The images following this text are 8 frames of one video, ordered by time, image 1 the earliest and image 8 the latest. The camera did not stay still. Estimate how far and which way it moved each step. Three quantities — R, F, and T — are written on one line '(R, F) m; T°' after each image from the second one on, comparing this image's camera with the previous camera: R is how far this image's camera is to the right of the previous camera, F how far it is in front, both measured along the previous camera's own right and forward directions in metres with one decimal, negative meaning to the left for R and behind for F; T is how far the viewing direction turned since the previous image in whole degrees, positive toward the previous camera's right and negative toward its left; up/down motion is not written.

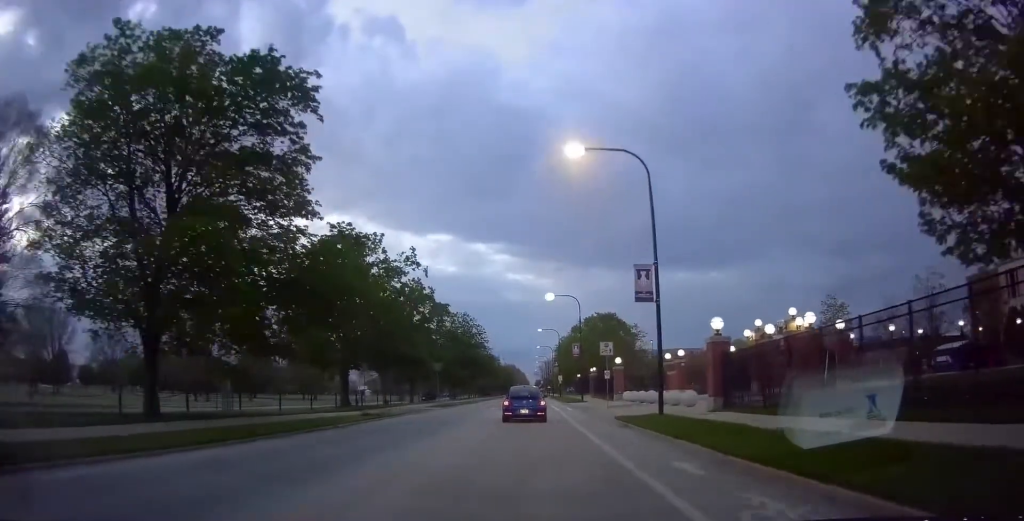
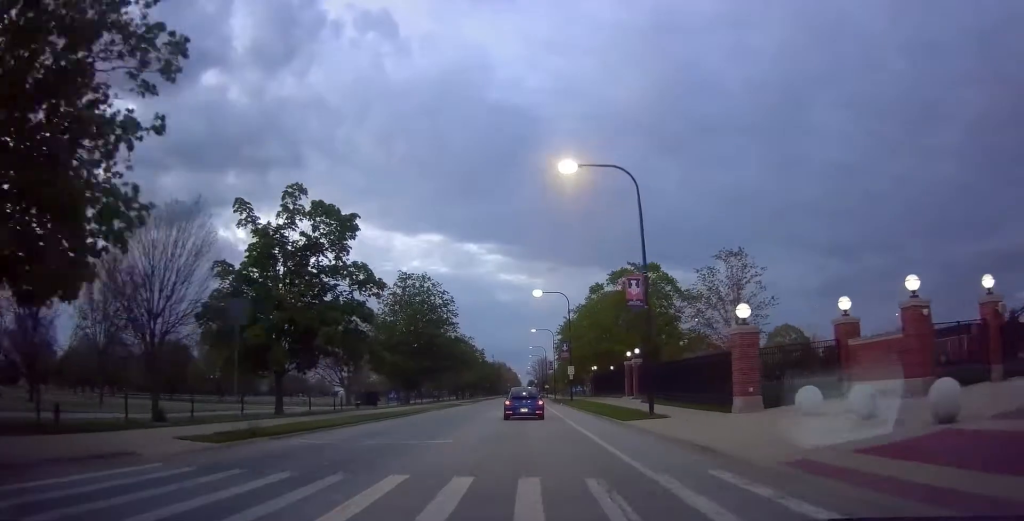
(0.0, +36.6) m; 0°
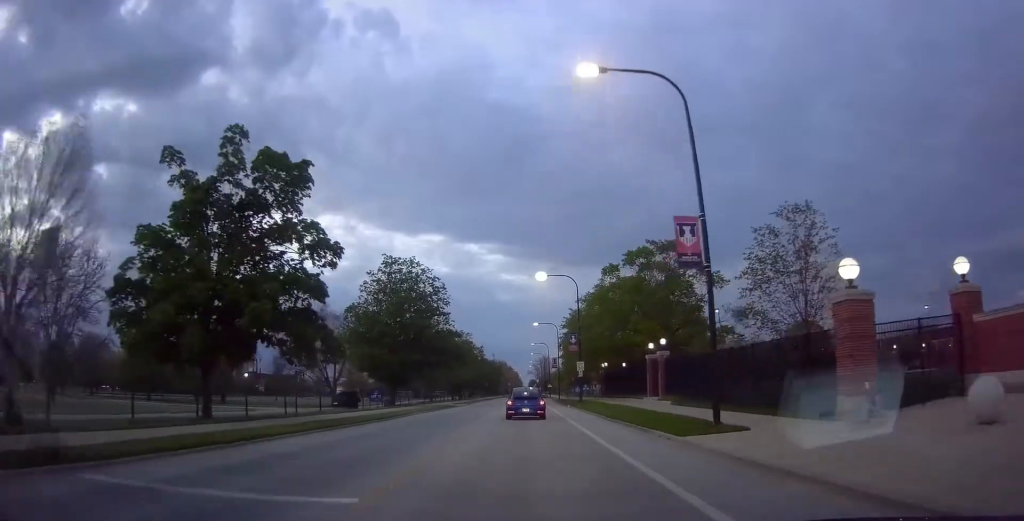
(0.0, +8.6) m; 0°
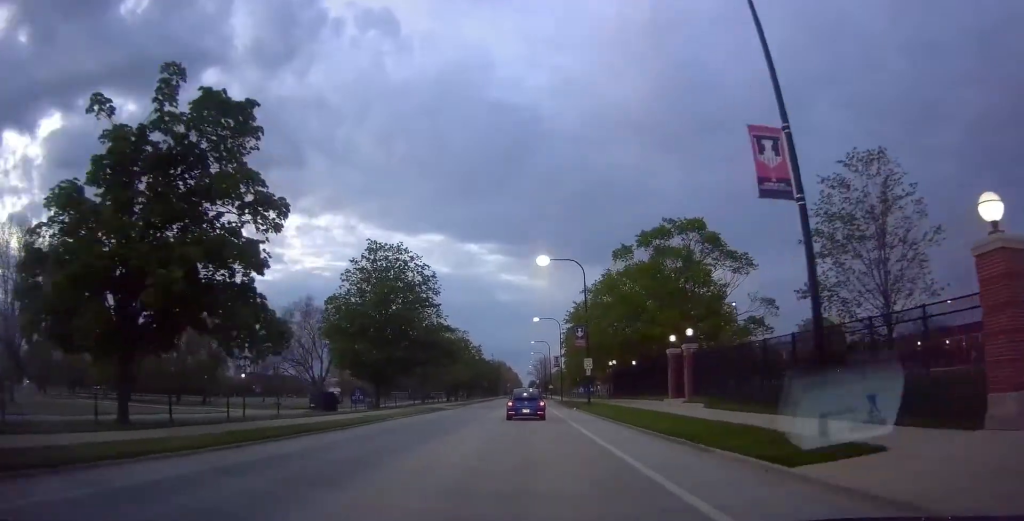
(0.0, +6.5) m; 0°
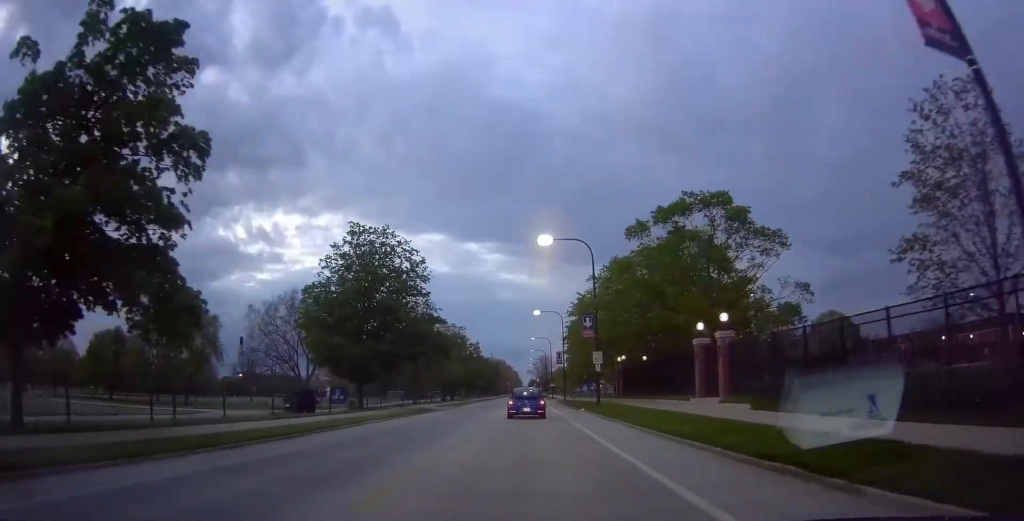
(0.0, +6.1) m; 0°
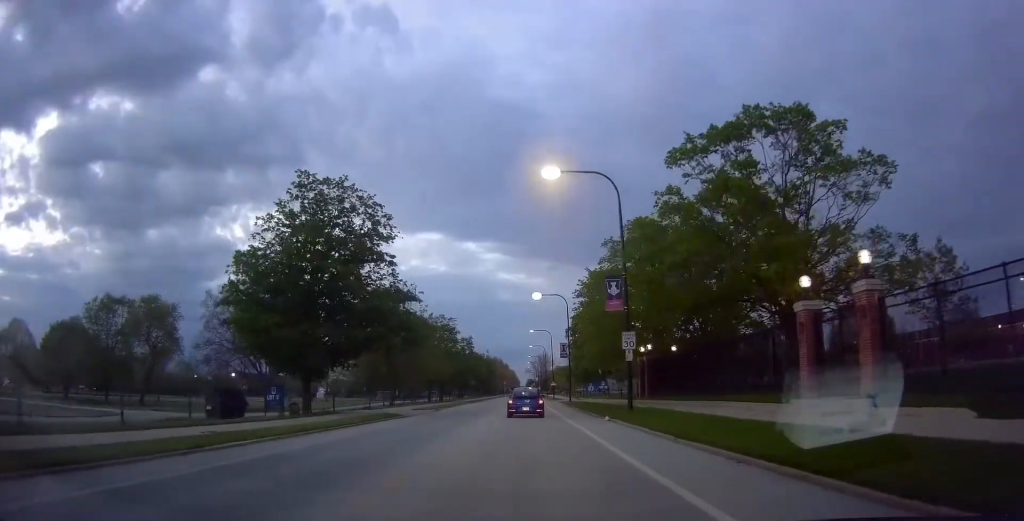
(0.0, +12.2) m; 0°
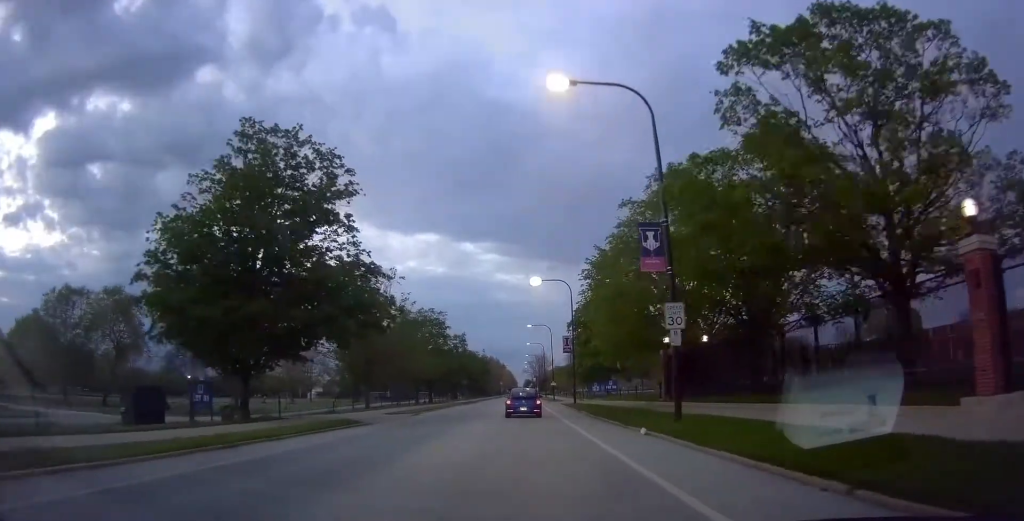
(0.0, +9.2) m; 0°
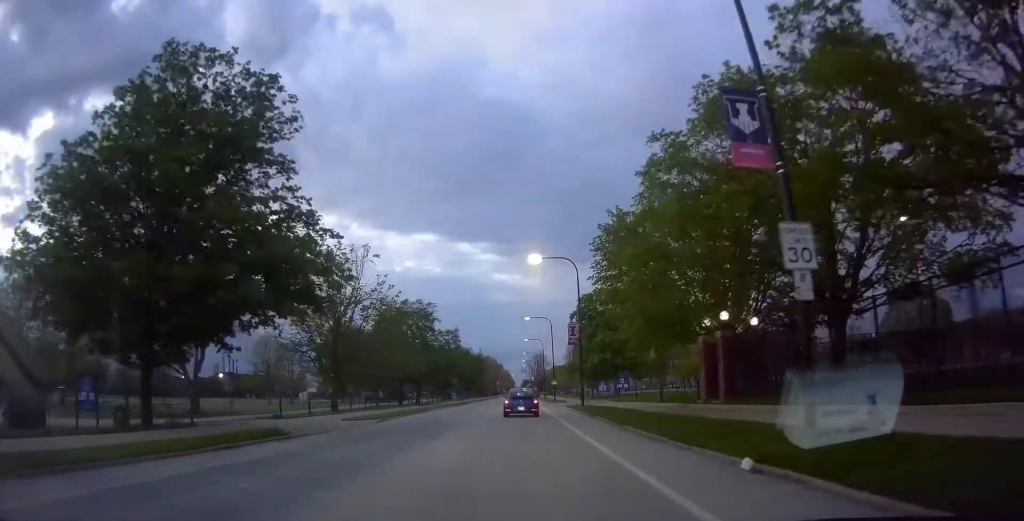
(0.0, +8.8) m; 0°
